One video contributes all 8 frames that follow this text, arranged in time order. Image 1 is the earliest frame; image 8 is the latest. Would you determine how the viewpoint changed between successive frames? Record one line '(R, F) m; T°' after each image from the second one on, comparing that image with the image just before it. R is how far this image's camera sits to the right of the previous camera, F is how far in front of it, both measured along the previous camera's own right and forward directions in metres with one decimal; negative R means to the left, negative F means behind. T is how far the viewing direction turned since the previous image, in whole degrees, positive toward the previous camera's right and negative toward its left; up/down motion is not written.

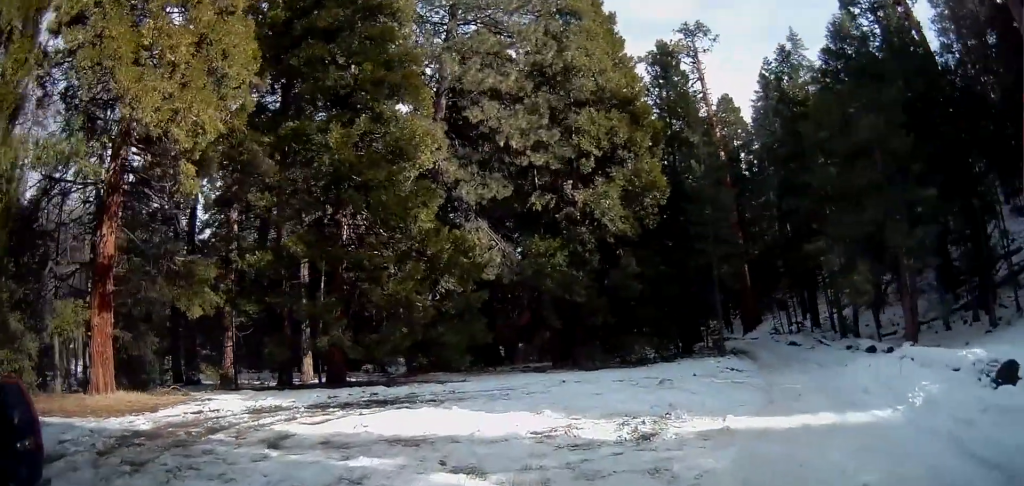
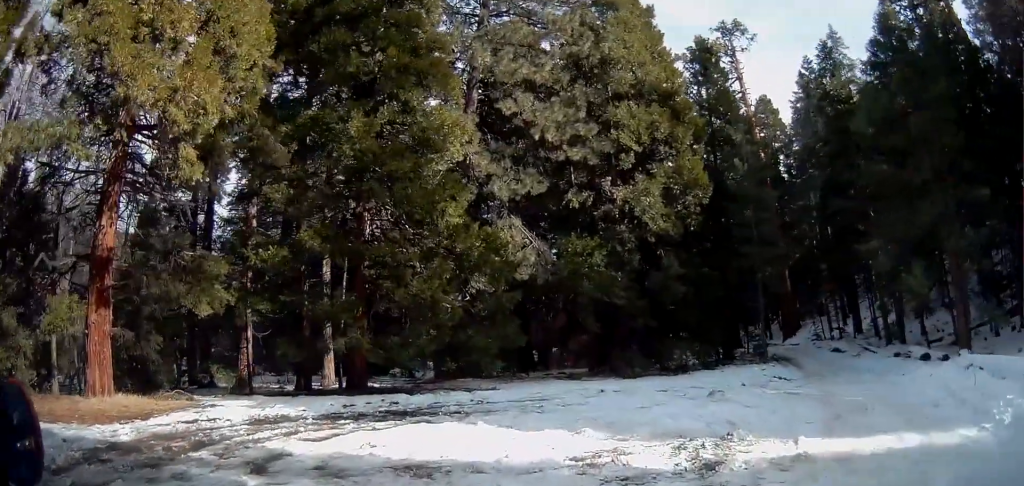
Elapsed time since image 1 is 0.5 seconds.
(0.0, +1.9) m; -1°
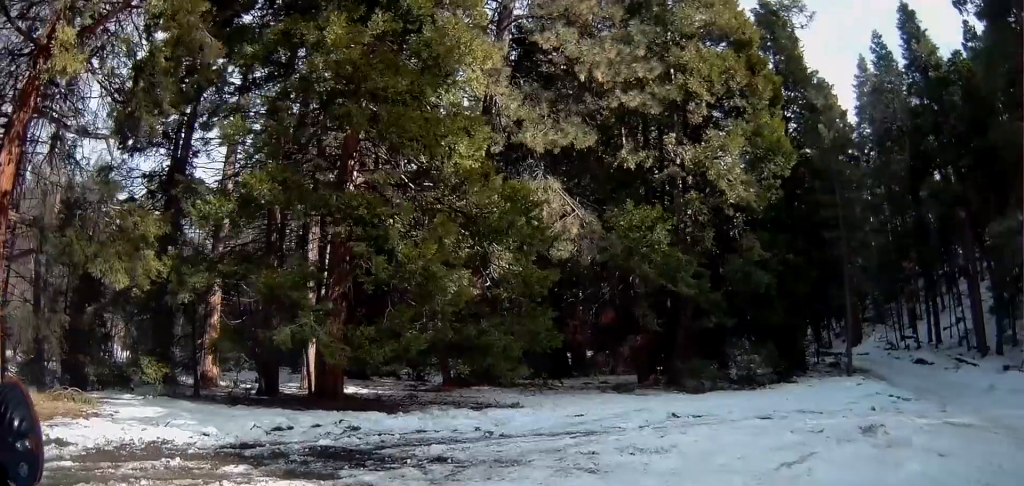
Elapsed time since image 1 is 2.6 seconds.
(0.0, +7.2) m; +1°
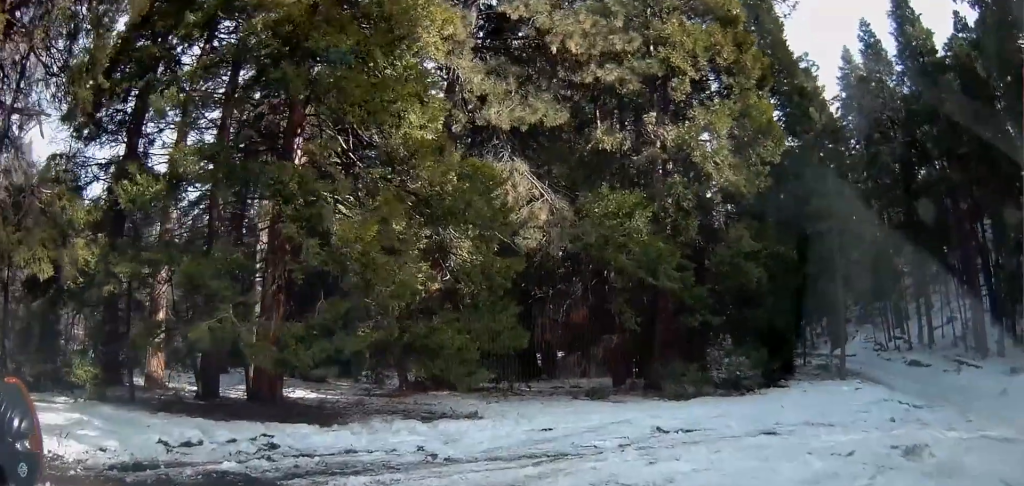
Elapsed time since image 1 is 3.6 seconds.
(0.0, +2.4) m; +1°
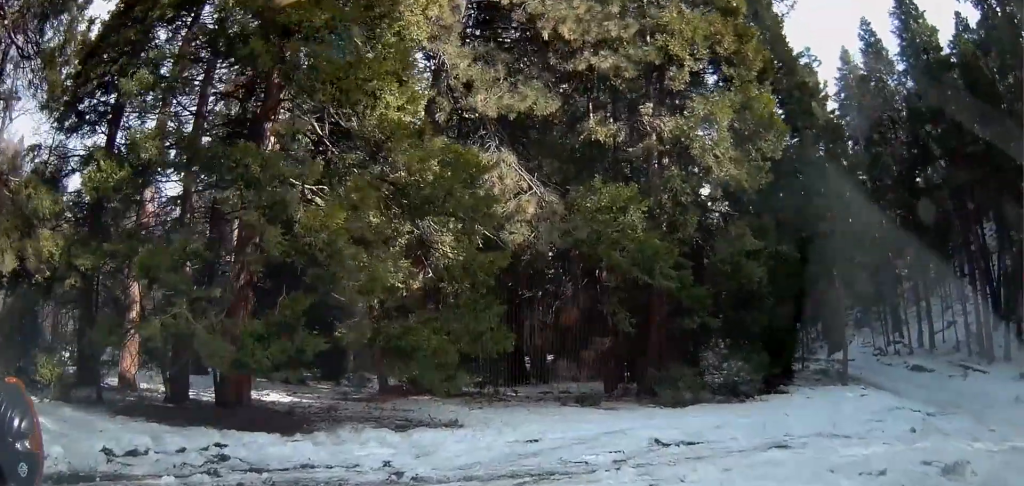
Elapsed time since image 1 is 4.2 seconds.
(+0.1, +1.3) m; 0°
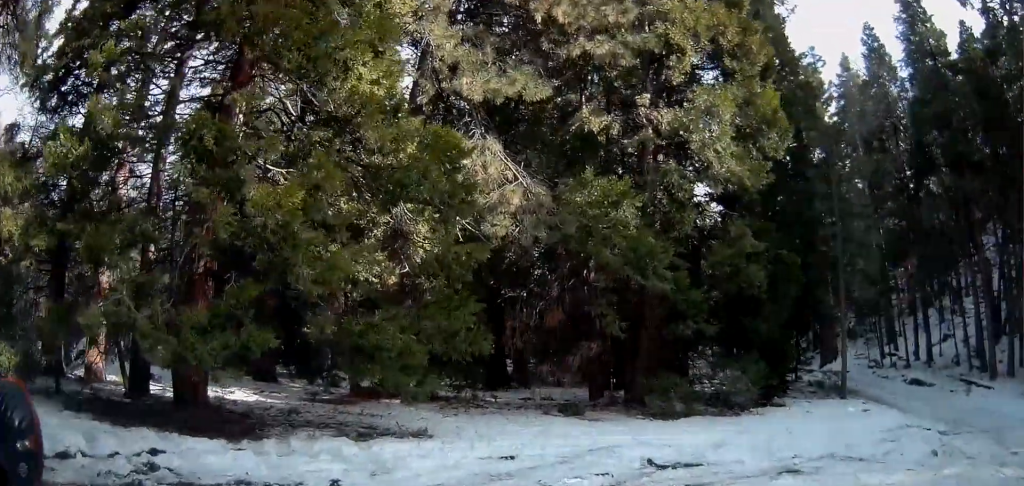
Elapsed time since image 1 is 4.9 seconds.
(-0.1, +1.7) m; 0°
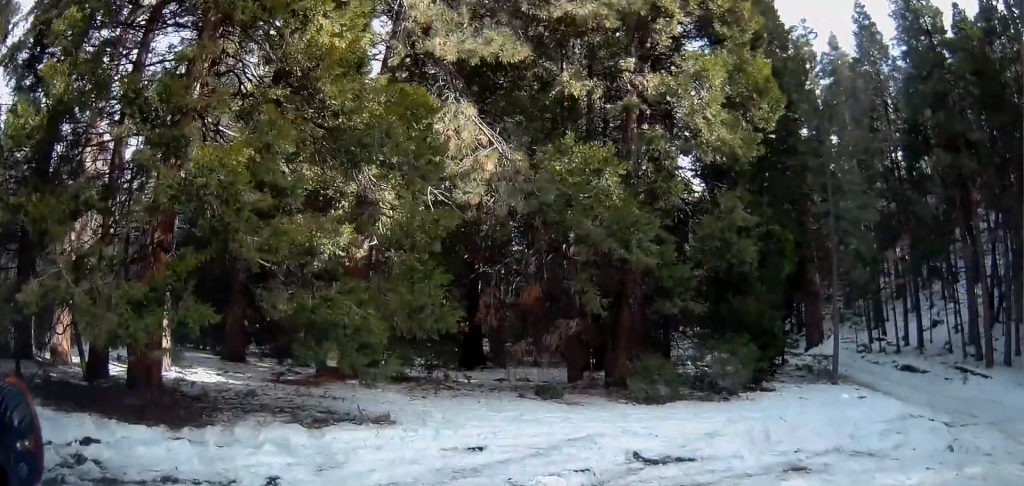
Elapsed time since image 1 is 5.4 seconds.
(-0.1, +1.4) m; +2°
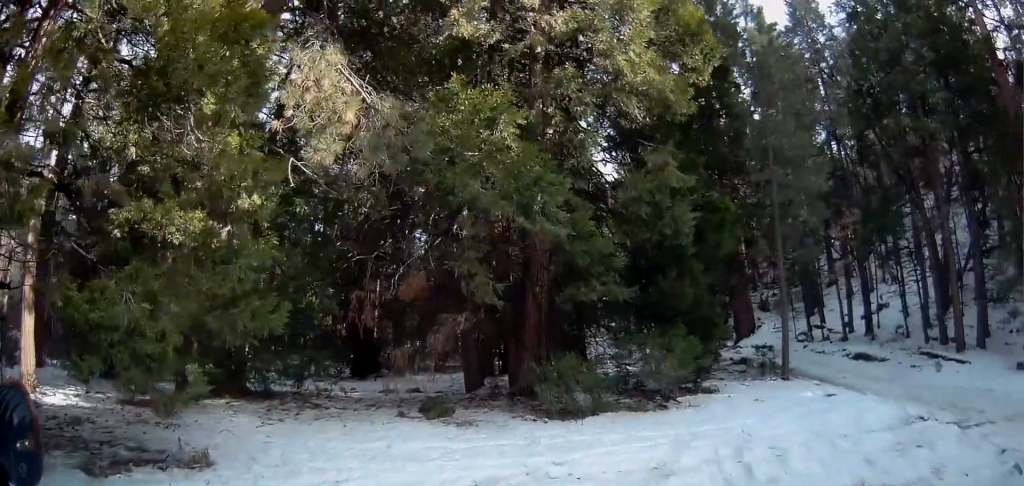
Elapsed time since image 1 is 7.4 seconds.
(+1.3, +4.6) m; +14°
